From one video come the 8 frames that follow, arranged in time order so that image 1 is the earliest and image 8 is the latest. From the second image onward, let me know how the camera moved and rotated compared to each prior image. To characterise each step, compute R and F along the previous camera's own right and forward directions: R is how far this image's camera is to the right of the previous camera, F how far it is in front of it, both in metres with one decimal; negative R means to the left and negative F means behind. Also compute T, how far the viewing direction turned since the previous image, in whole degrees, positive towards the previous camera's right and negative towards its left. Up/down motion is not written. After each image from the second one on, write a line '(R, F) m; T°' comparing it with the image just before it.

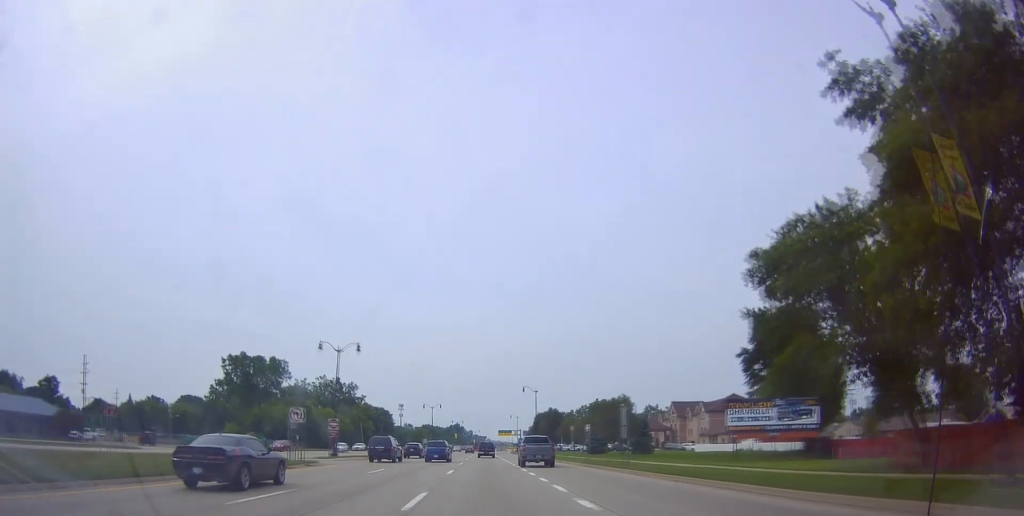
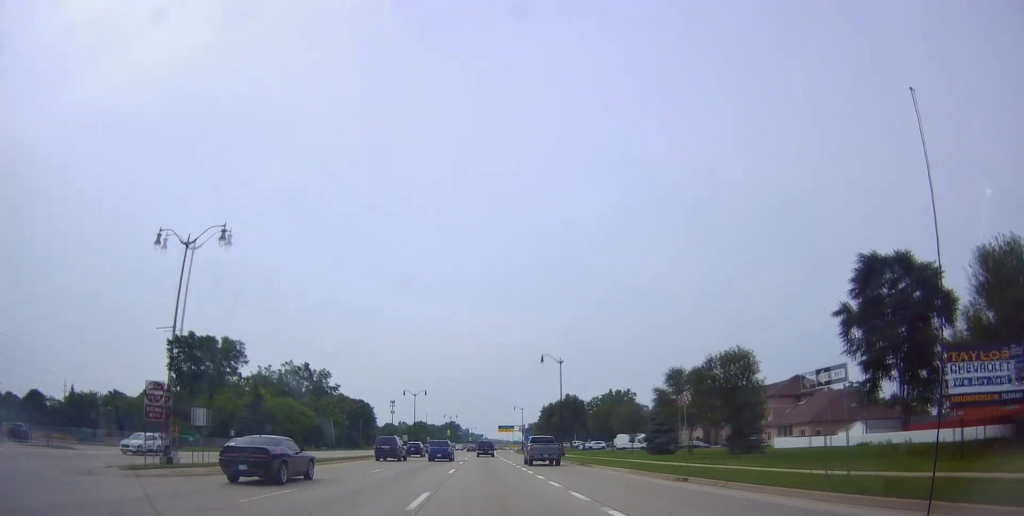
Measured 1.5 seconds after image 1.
(-1.3, +29.9) m; -2°
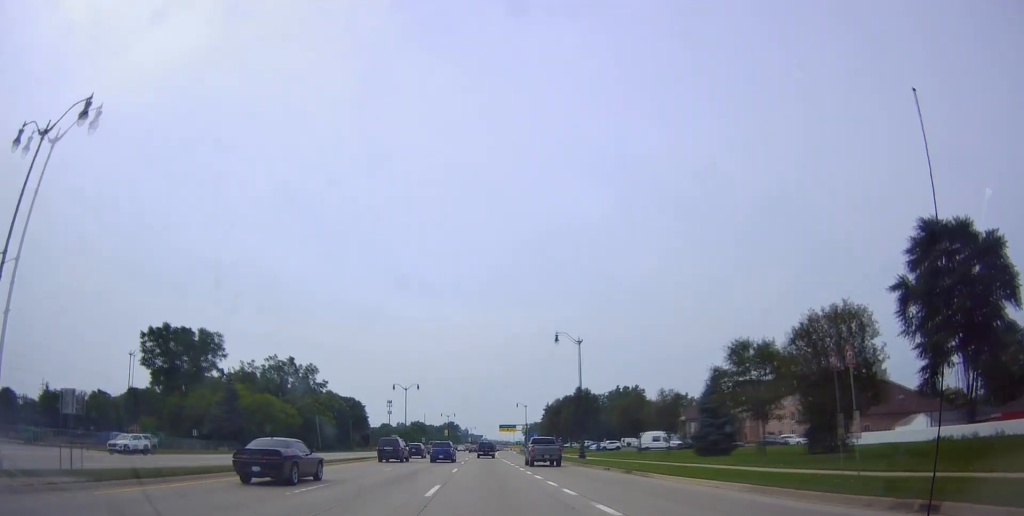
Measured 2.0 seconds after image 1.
(+0.1, +11.8) m; +1°
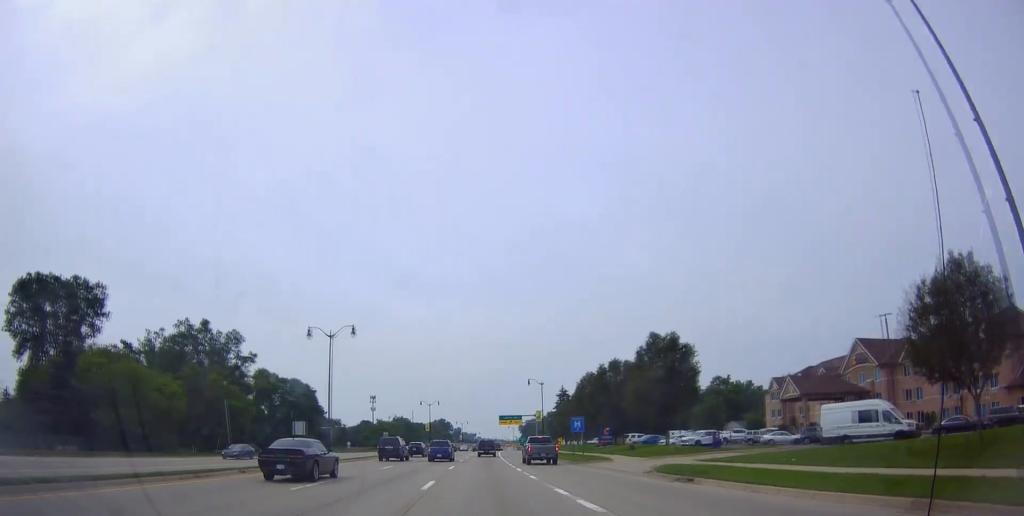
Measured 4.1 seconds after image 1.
(+0.4, +43.8) m; +1°
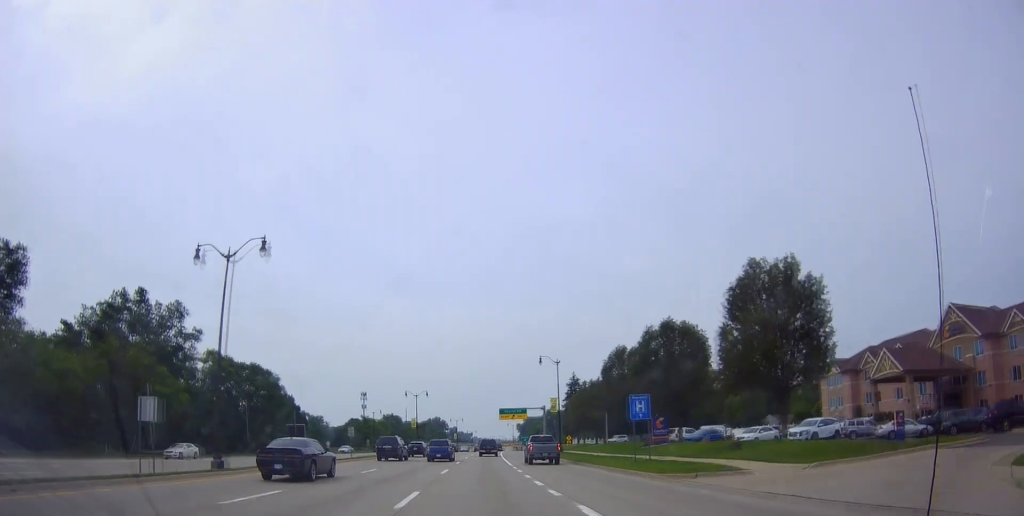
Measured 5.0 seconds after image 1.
(+0.6, +20.5) m; +1°
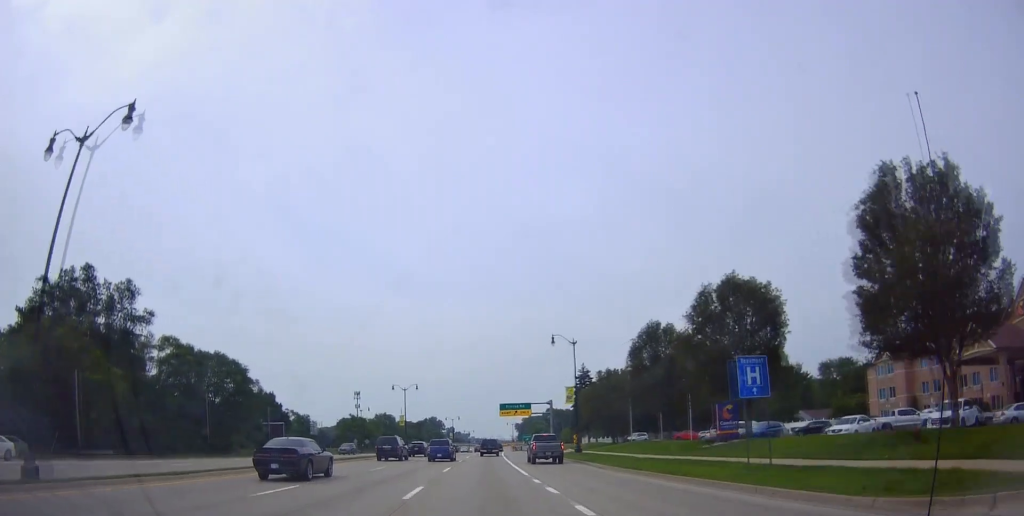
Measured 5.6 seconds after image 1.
(0.0, +13.4) m; -1°
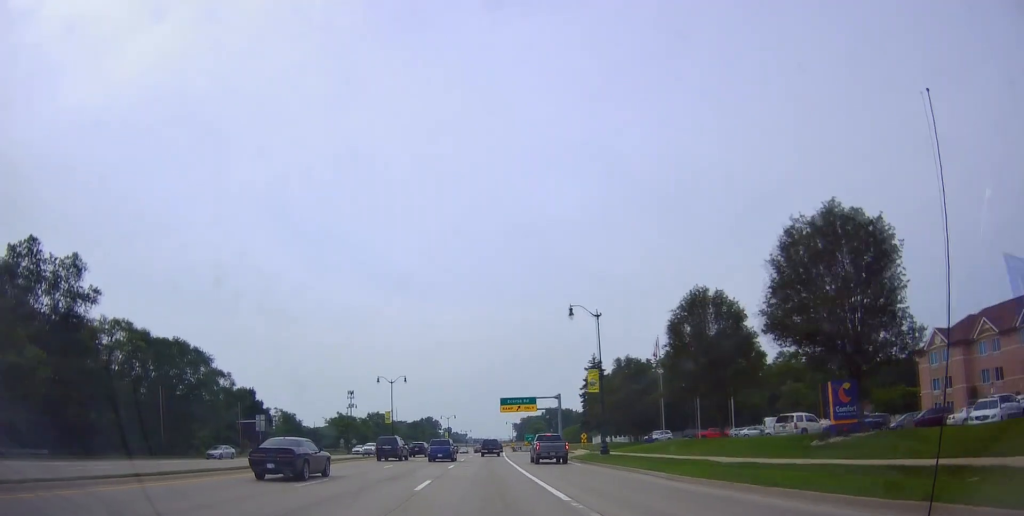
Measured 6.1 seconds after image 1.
(-0.1, +12.0) m; -1°
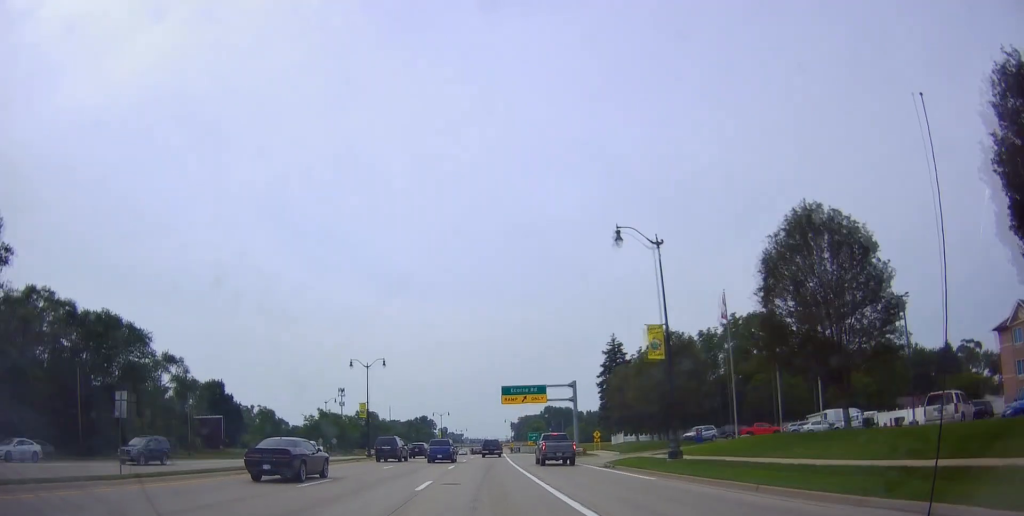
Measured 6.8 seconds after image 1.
(-0.2, +16.2) m; 0°
